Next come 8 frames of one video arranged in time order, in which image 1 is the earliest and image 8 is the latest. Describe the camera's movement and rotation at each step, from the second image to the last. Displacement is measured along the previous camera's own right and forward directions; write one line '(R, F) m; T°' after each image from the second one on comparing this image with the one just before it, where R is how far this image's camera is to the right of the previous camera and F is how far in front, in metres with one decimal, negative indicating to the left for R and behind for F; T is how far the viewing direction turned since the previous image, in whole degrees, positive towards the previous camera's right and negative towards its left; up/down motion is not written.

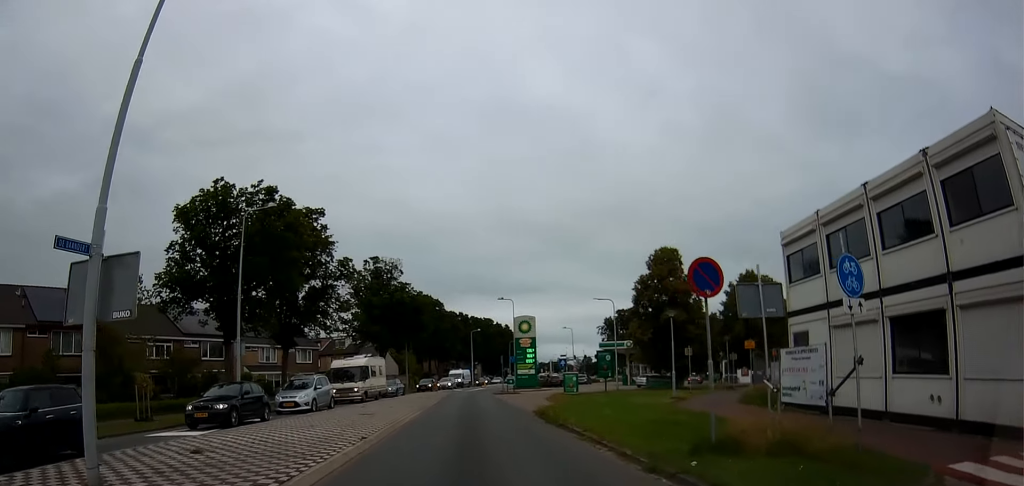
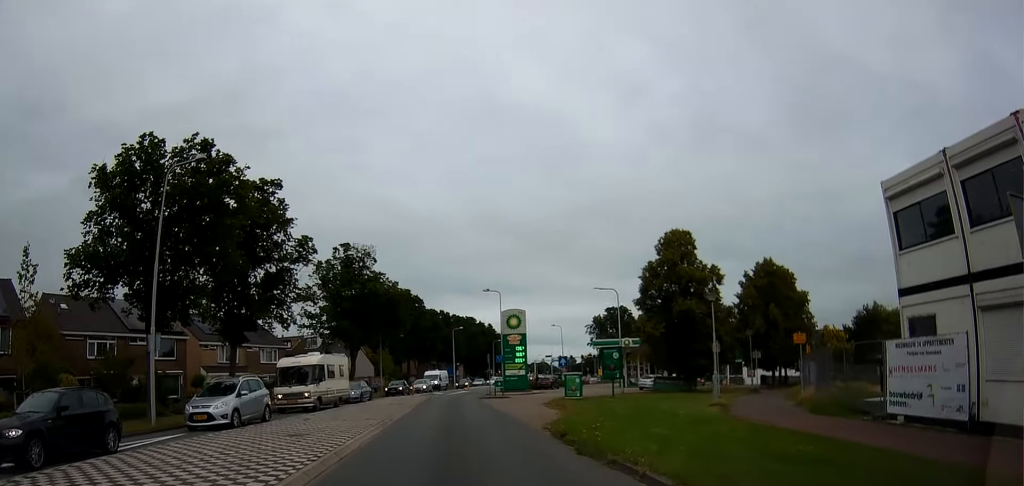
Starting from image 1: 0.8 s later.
(+0.6, +6.1) m; +6°
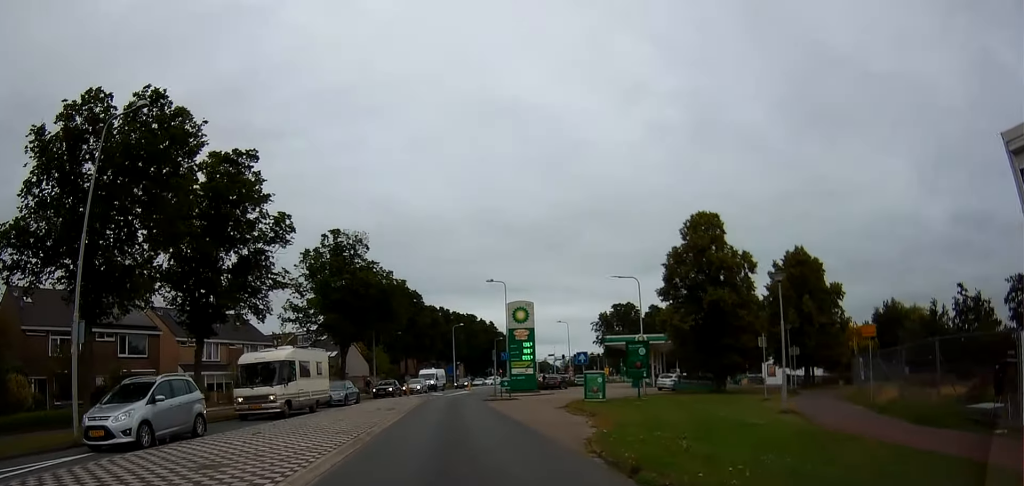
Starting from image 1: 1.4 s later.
(+0.2, +4.5) m; +3°
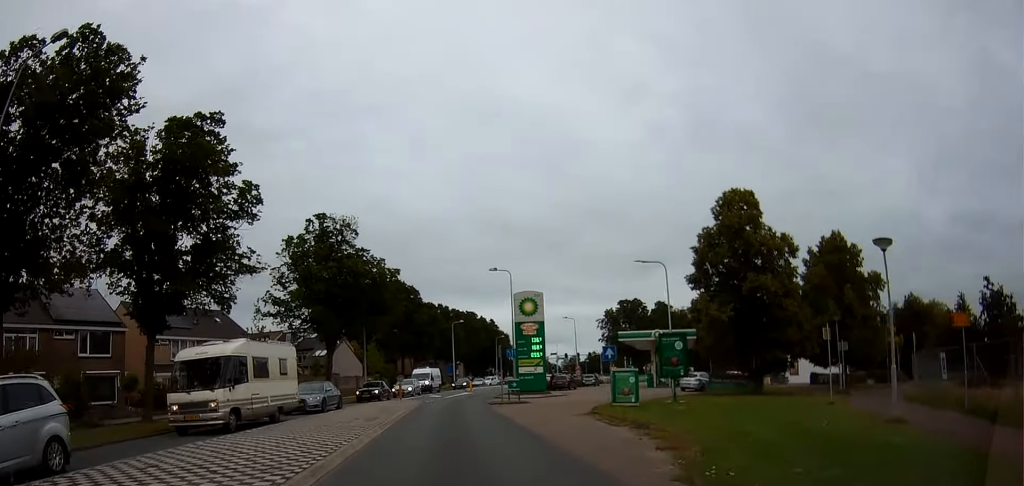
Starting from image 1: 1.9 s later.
(0.0, +4.8) m; -1°
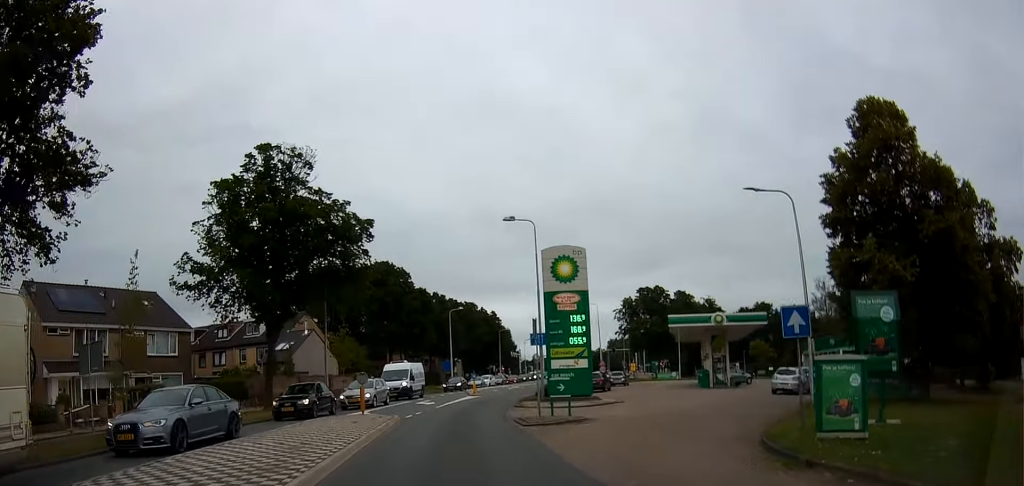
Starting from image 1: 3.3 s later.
(-0.1, +13.7) m; +1°
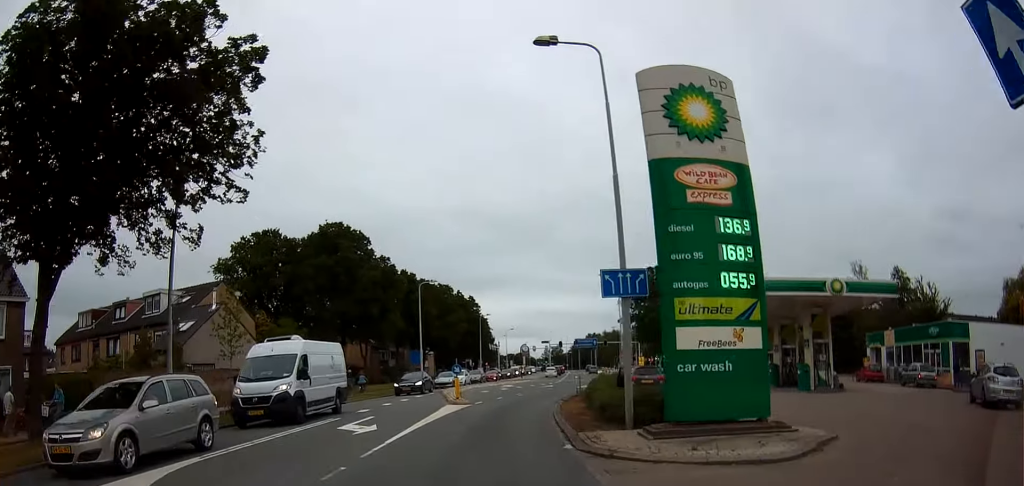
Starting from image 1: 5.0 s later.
(0.0, +16.9) m; 0°
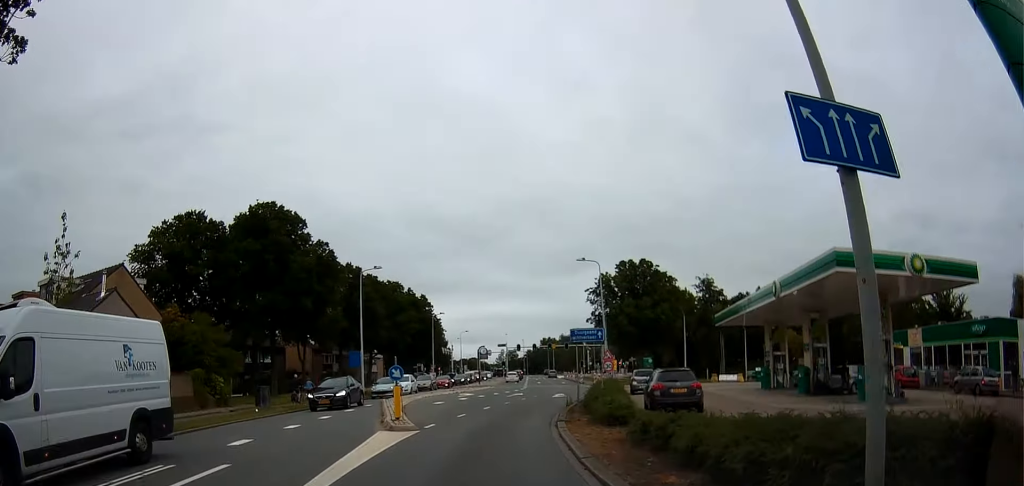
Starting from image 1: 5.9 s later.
(+0.2, +9.0) m; +5°
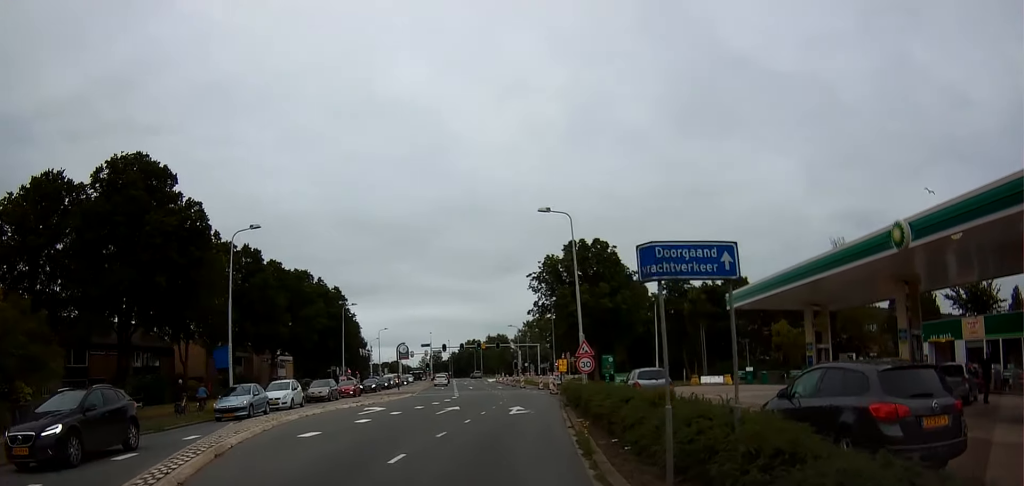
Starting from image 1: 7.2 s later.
(+1.0, +13.2) m; +7°
